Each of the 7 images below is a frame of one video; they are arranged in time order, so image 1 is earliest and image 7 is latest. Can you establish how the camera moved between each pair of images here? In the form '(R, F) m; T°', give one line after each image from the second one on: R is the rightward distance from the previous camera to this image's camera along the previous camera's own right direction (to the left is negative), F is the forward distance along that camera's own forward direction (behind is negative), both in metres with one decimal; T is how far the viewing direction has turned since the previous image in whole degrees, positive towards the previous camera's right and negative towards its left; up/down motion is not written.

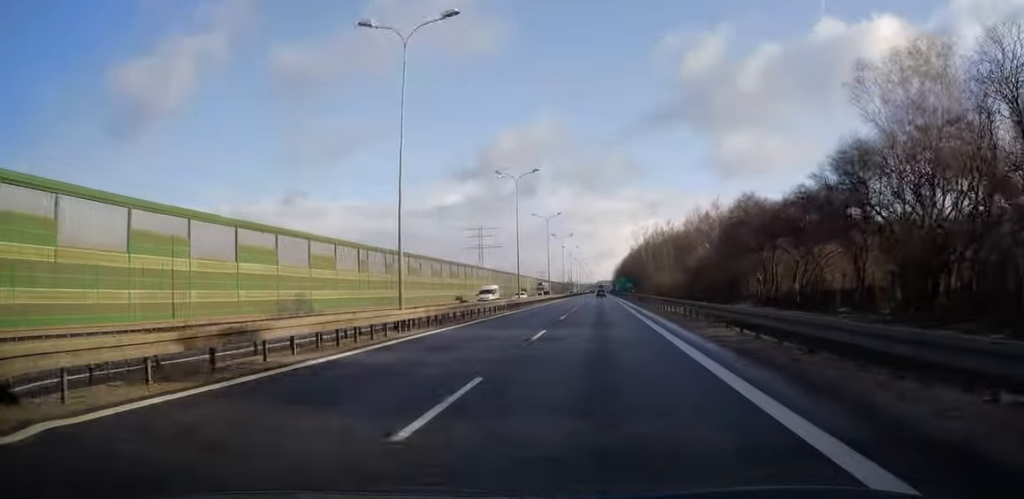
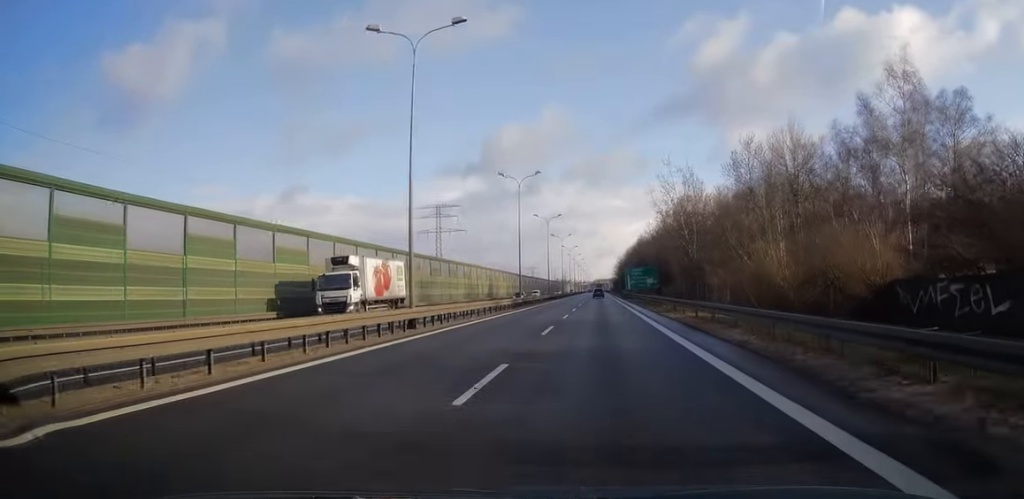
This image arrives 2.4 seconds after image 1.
(0.0, +70.2) m; 0°
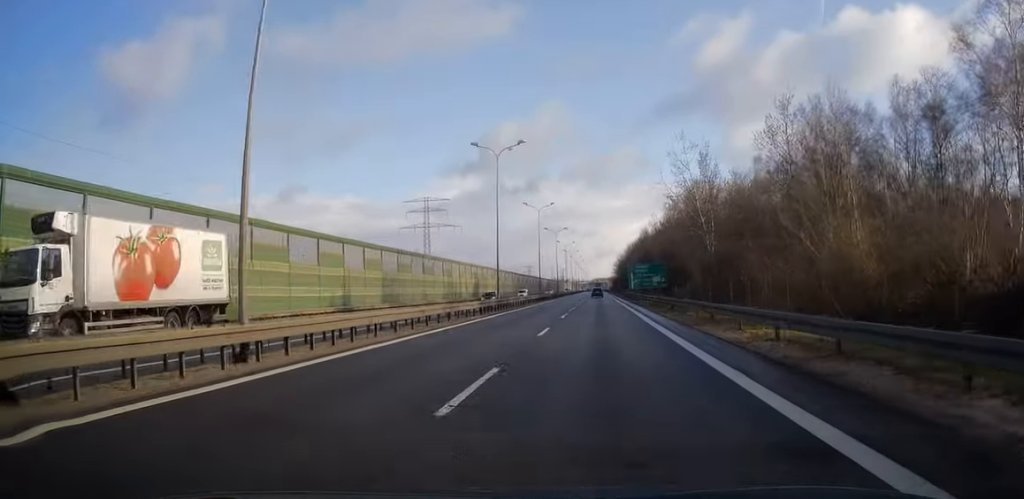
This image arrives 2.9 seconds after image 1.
(0.0, +12.8) m; 0°
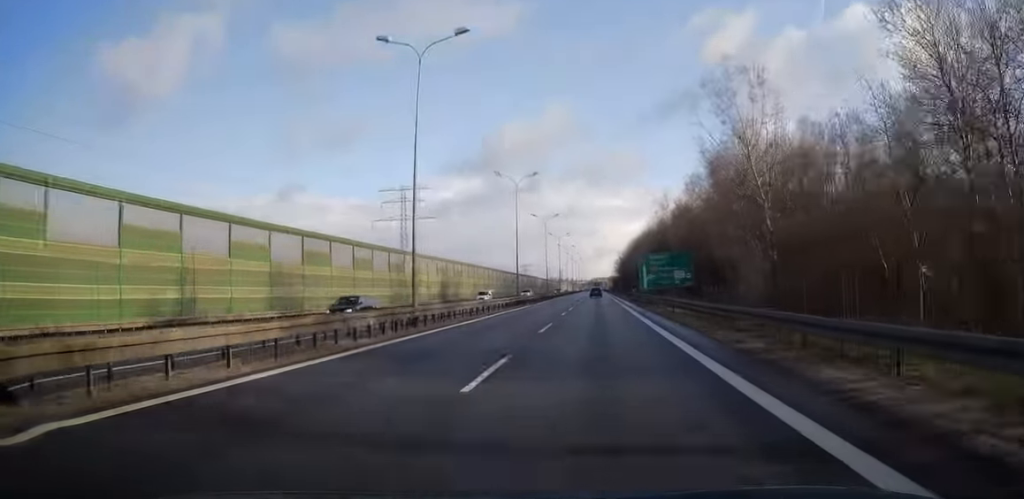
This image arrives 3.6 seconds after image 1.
(0.0, +22.2) m; 0°
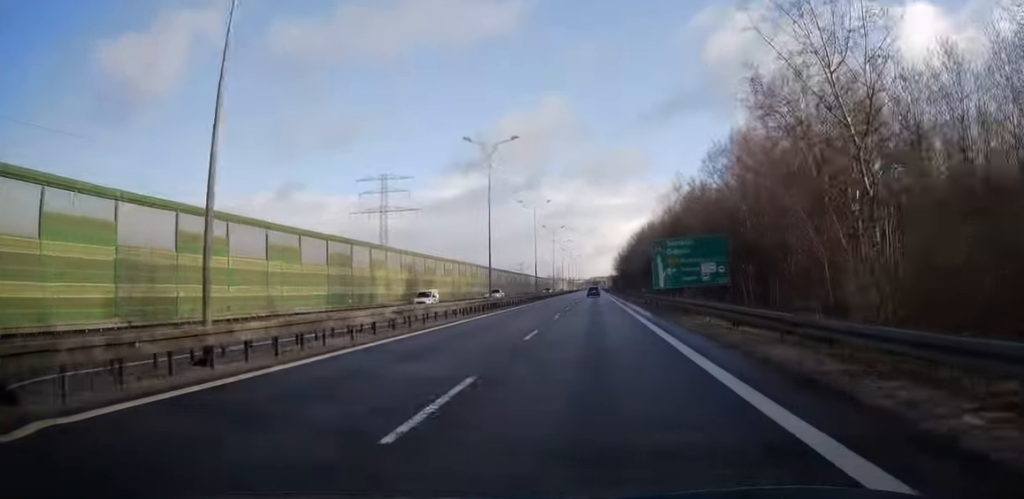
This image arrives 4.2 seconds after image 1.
(+0.1, +15.0) m; 0°
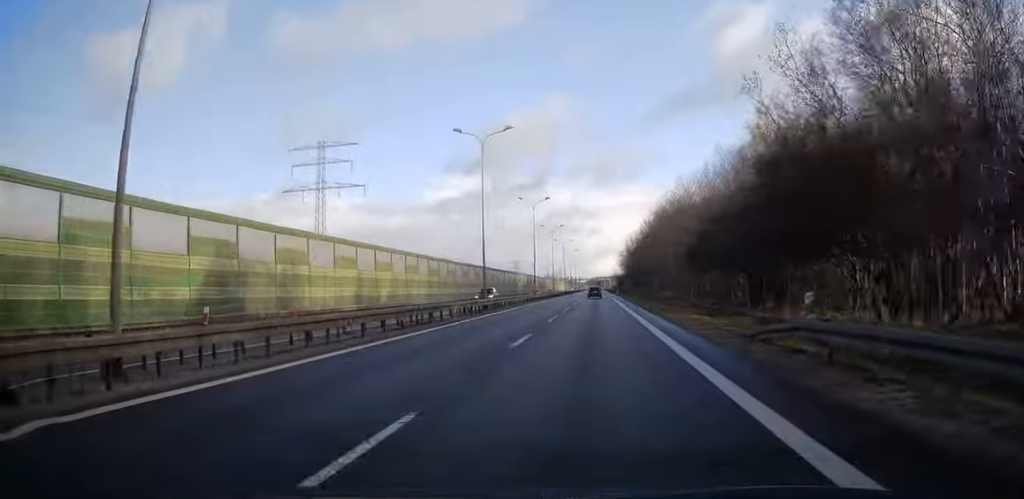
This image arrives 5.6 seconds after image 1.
(-0.1, +38.7) m; 0°
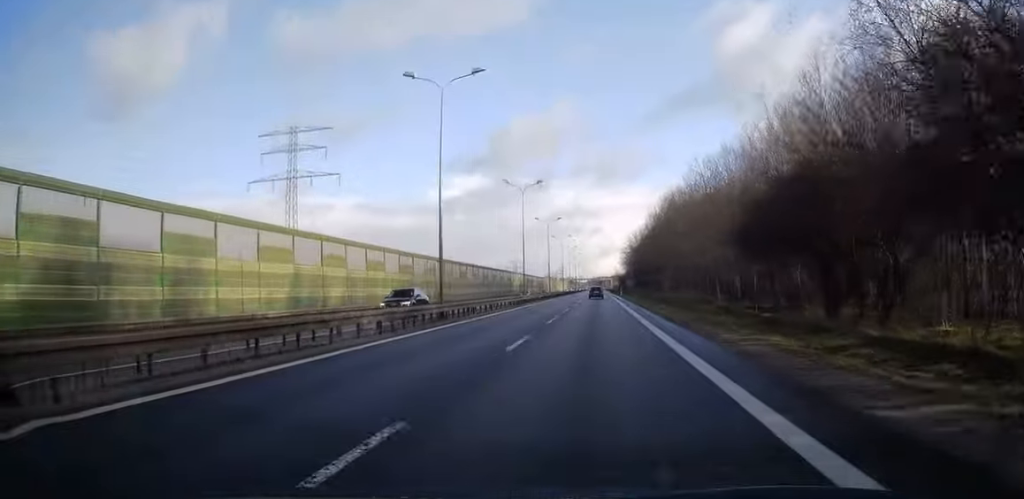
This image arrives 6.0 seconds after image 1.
(0.0, +12.5) m; 0°
